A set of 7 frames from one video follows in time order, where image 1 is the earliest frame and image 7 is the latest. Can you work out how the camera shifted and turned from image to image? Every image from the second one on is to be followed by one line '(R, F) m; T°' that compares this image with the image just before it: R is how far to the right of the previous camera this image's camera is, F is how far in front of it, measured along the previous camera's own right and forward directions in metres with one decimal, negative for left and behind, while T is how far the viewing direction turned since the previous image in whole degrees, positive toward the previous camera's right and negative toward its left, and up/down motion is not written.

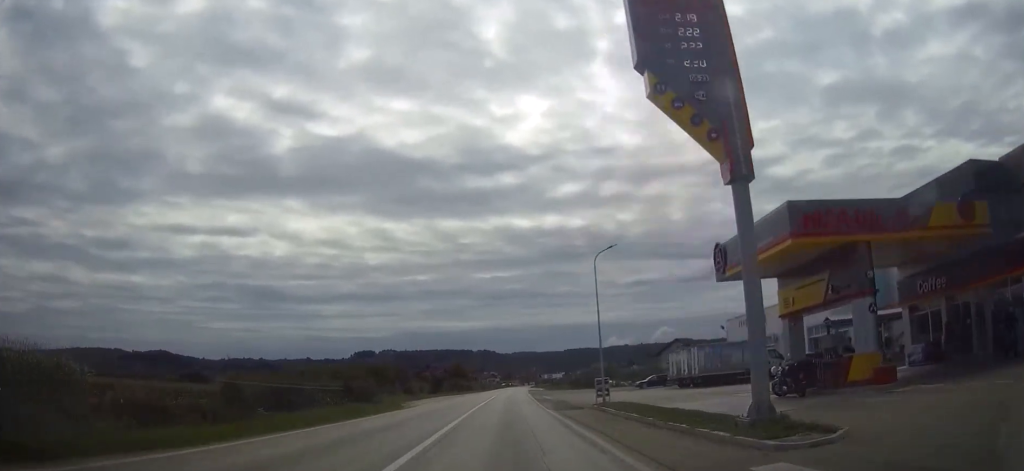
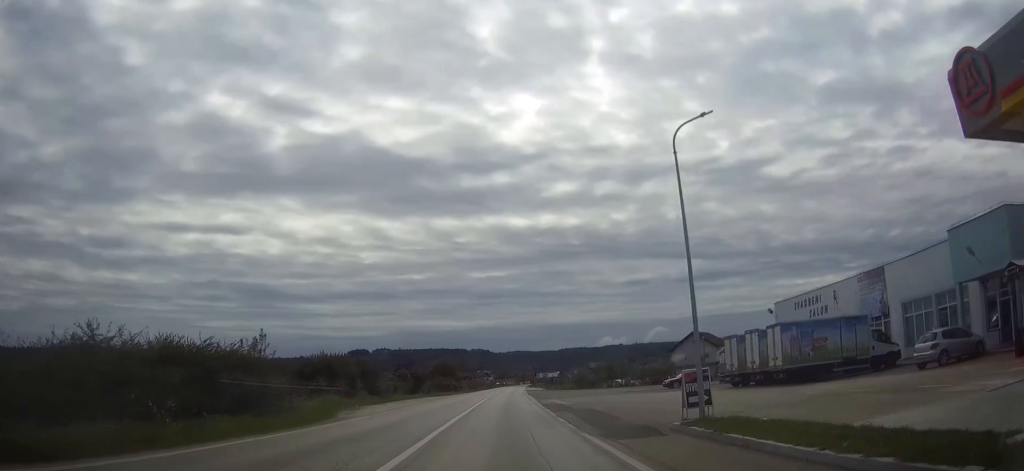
(0.0, +15.9) m; 0°
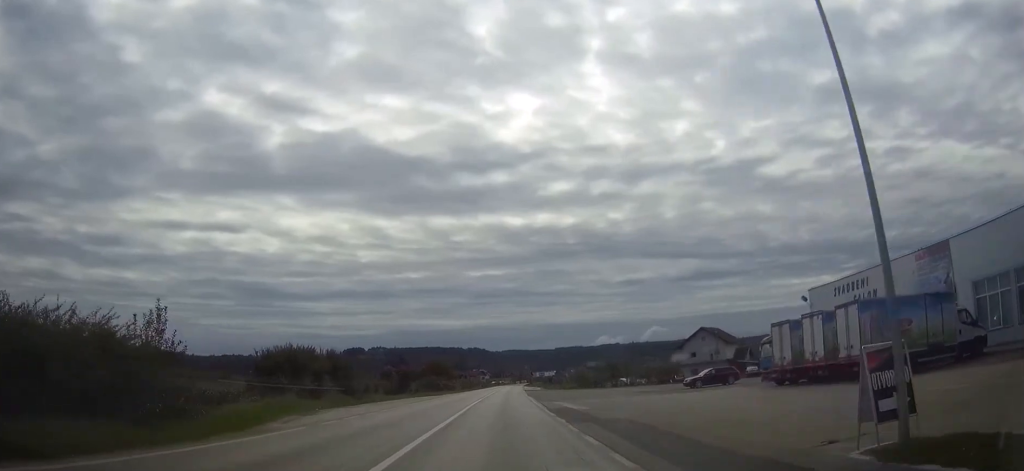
(0.0, +8.3) m; 0°
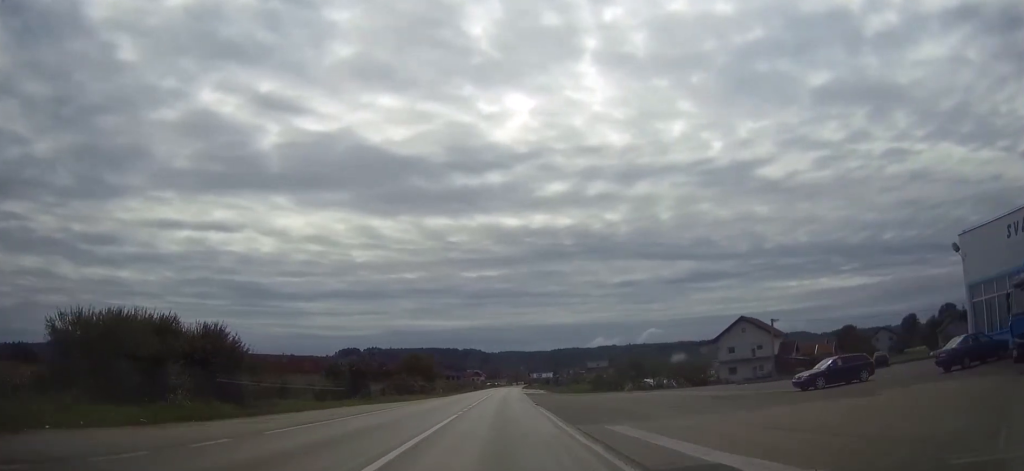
(+0.2, +21.2) m; 0°
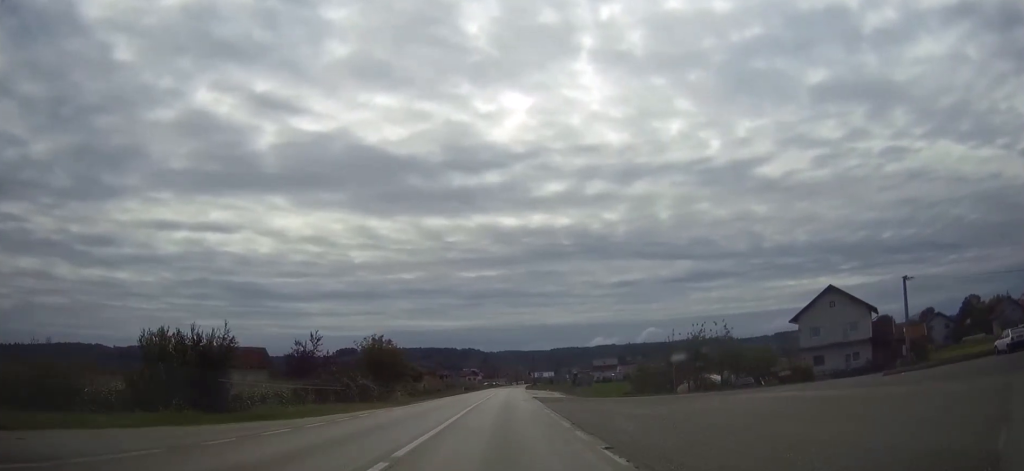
(-0.1, +28.0) m; 0°
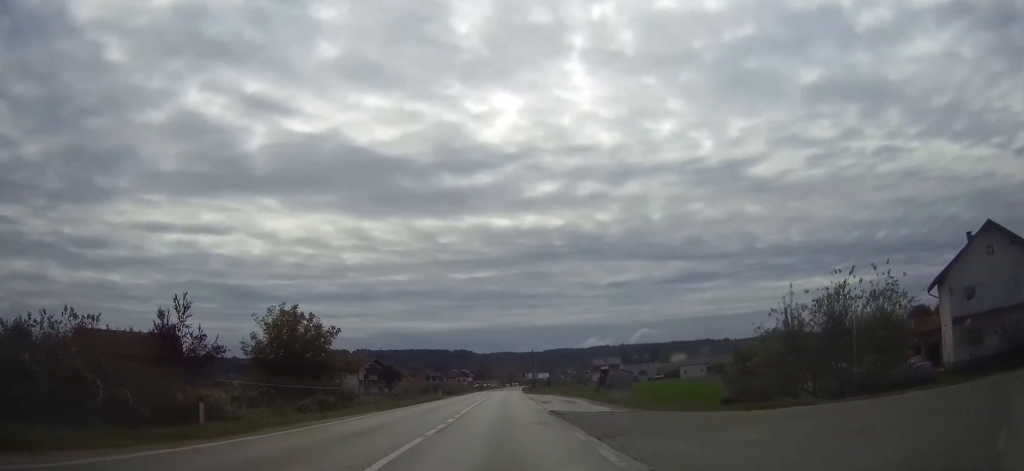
(+0.1, +27.8) m; +1°
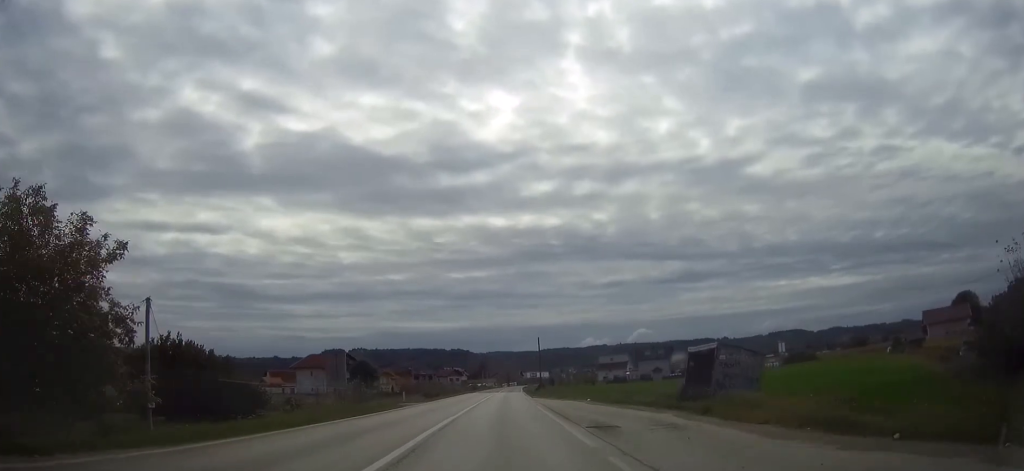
(+0.2, +26.5) m; 0°
